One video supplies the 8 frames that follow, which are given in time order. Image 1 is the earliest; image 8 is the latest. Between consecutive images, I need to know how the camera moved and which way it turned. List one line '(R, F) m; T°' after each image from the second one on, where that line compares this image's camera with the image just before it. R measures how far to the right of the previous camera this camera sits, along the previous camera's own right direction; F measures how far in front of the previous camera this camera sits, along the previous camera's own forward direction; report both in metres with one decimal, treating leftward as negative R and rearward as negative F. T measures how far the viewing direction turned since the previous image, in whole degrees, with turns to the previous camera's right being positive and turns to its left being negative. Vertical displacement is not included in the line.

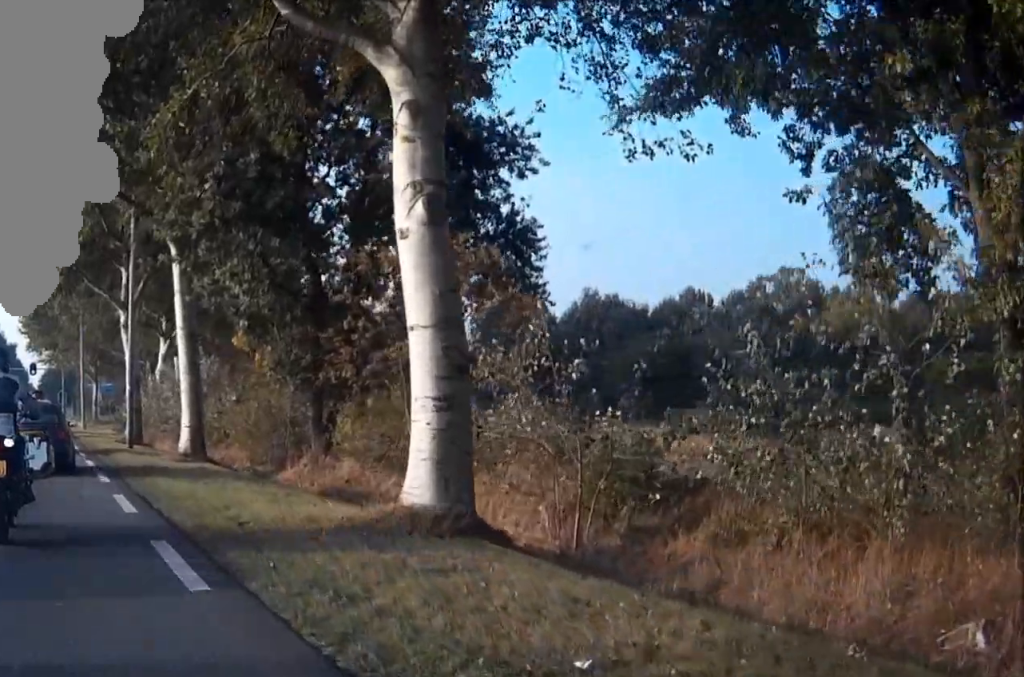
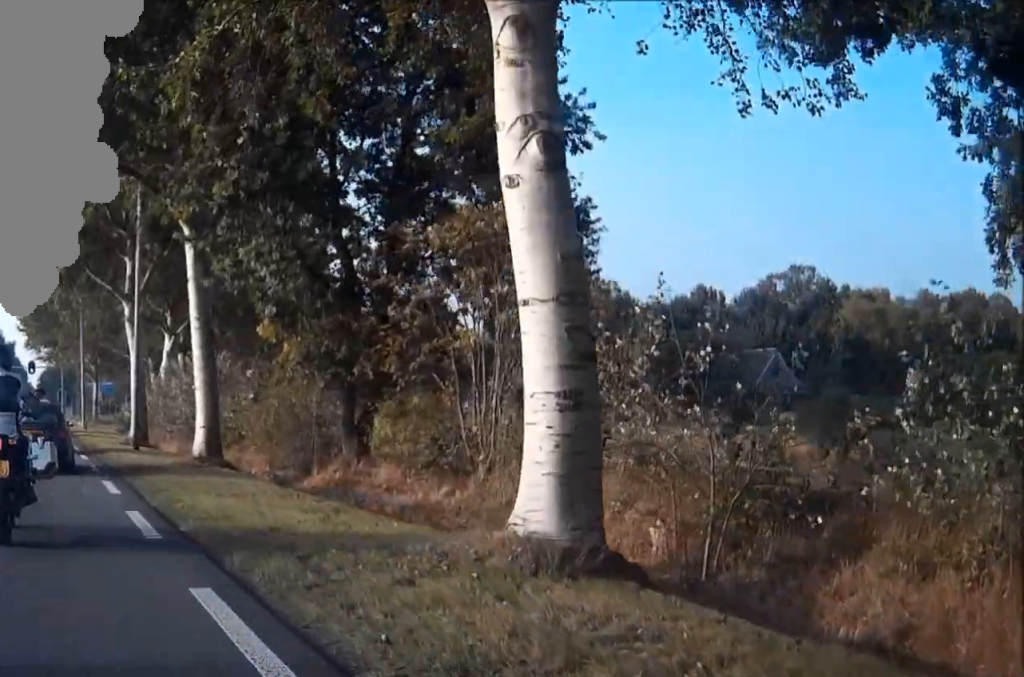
(0.0, +2.9) m; 0°
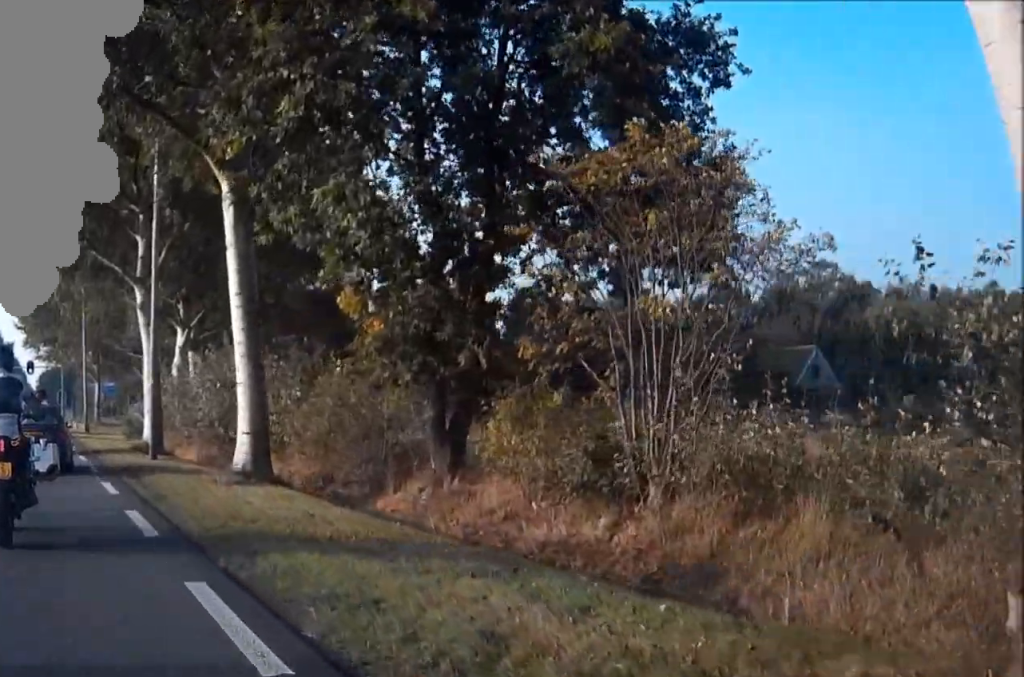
(0.0, +5.7) m; +1°
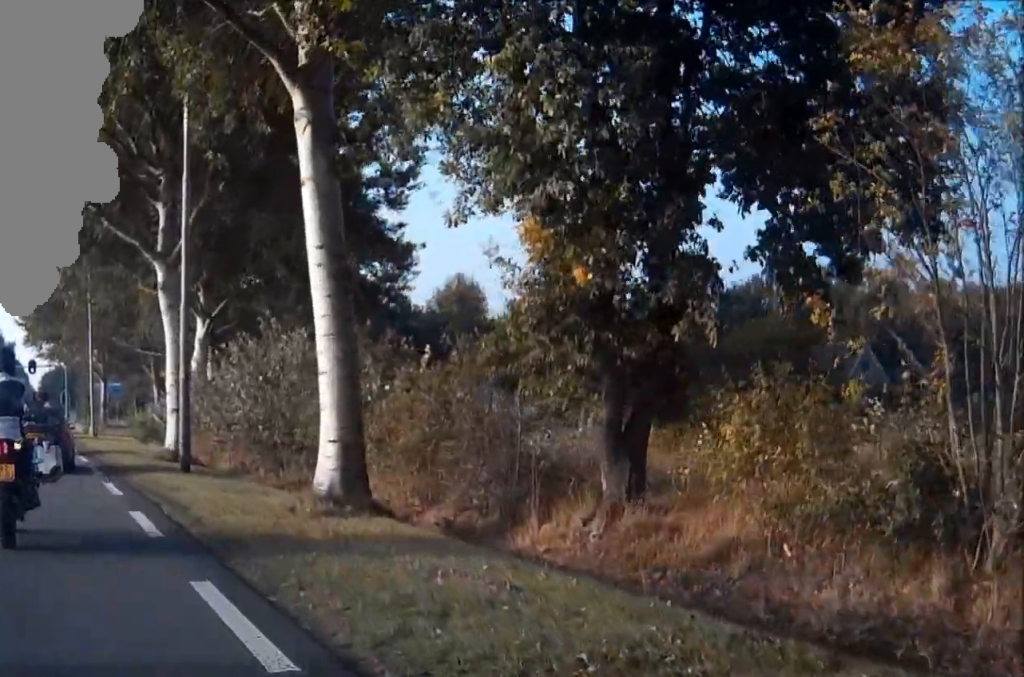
(0.0, +5.8) m; 0°
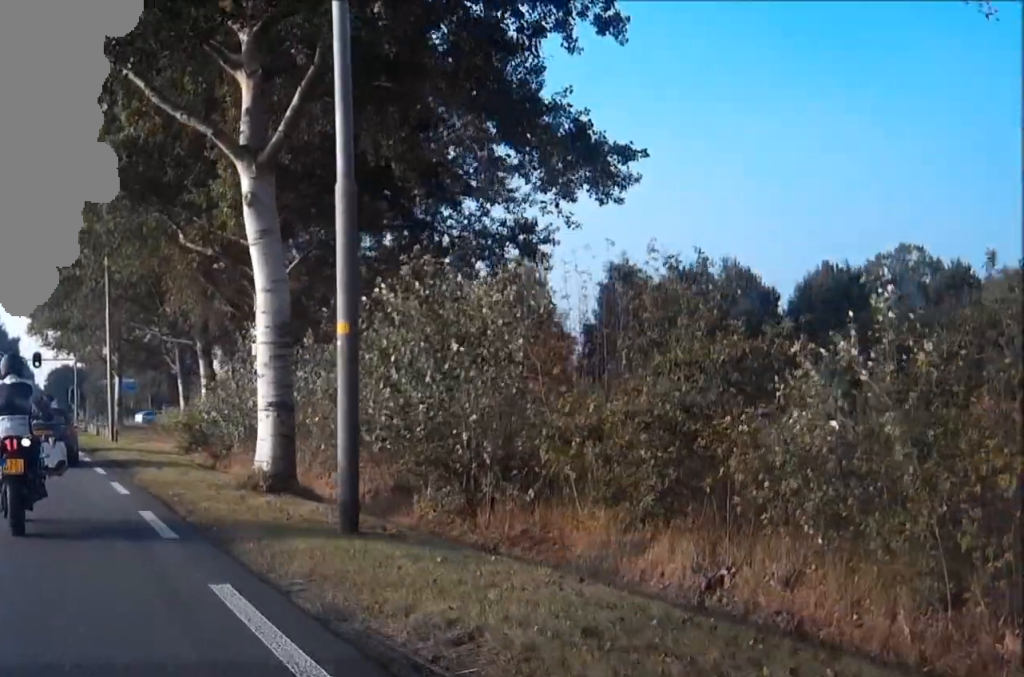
(-0.1, +12.1) m; -1°
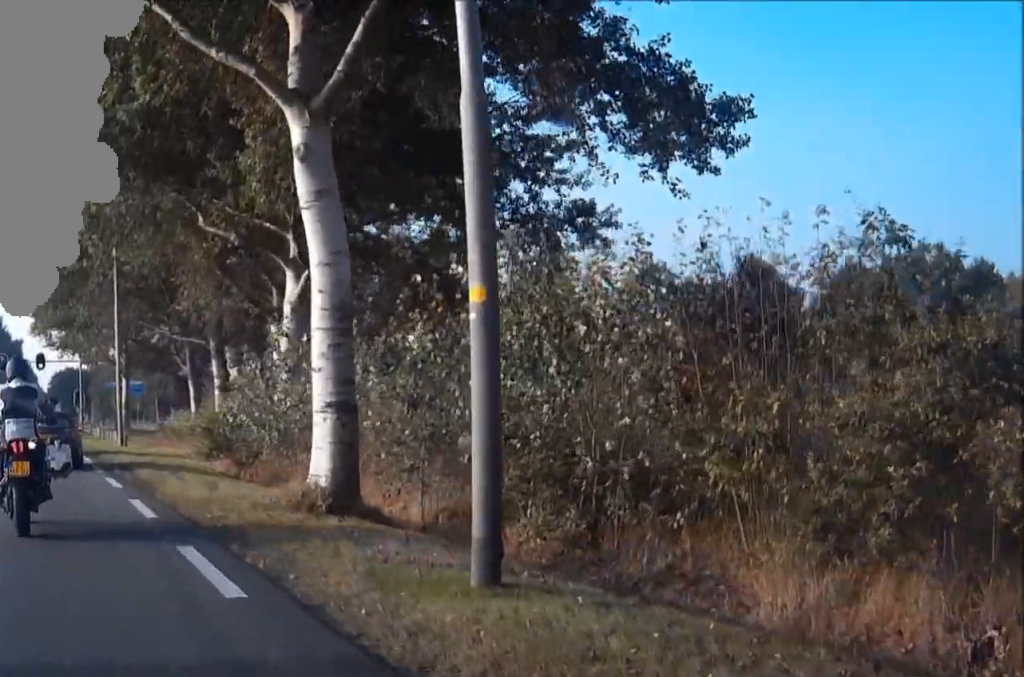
(0.0, +3.5) m; 0°
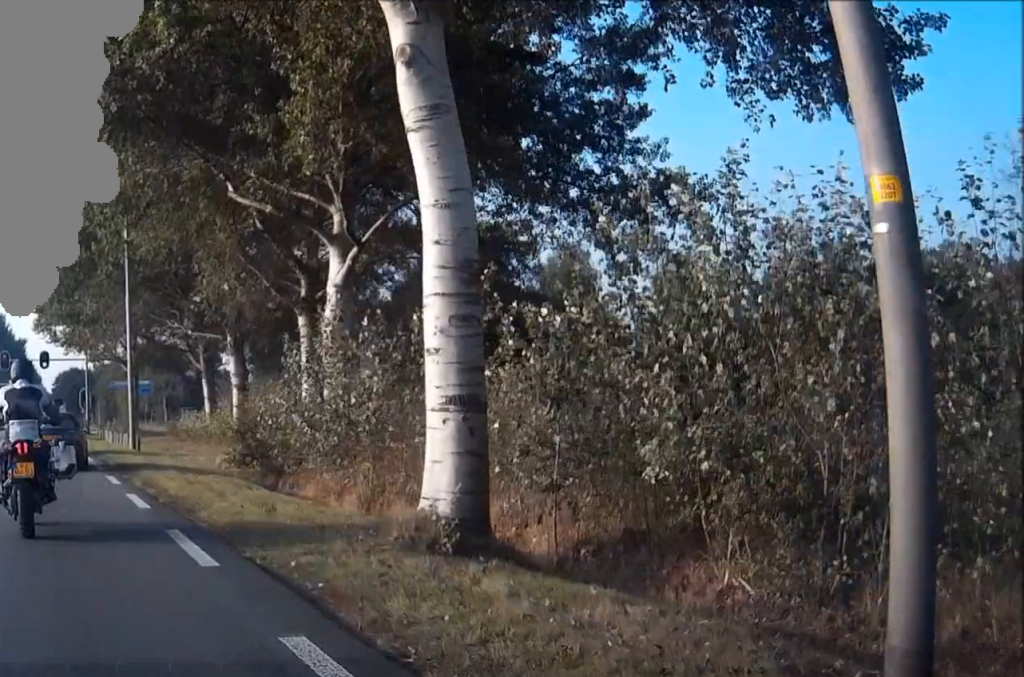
(0.0, +4.2) m; 0°
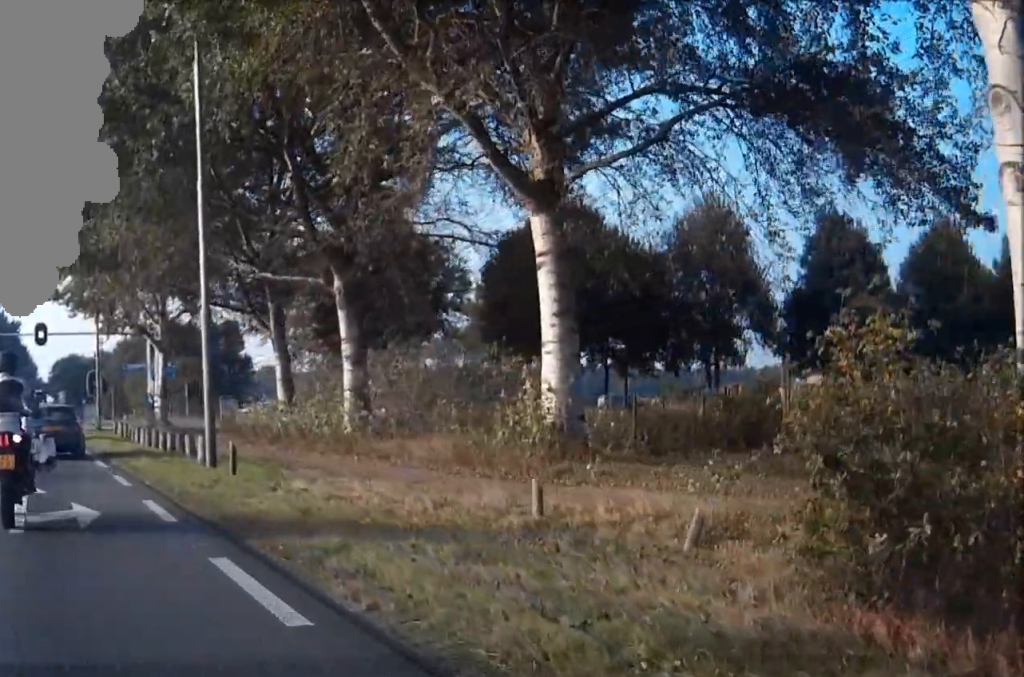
(-0.3, +20.6) m; -1°
